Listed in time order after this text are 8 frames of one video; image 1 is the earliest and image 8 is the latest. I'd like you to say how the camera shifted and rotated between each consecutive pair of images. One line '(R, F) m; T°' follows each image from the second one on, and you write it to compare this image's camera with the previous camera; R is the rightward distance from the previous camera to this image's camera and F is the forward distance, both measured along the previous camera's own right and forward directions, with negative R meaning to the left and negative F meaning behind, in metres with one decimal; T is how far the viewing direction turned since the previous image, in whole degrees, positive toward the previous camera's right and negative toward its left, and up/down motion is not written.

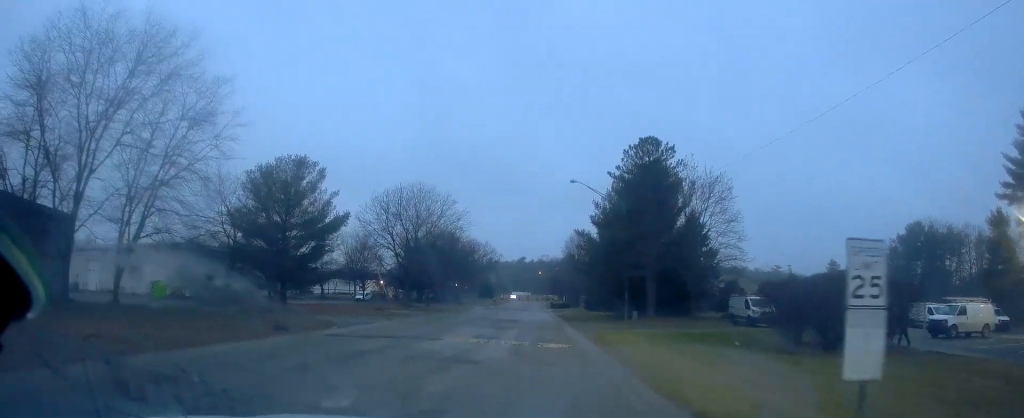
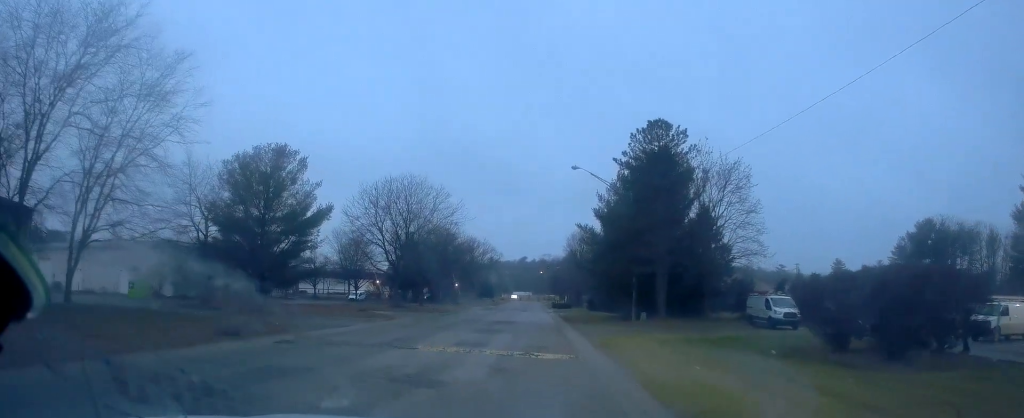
(0.0, +4.3) m; 0°
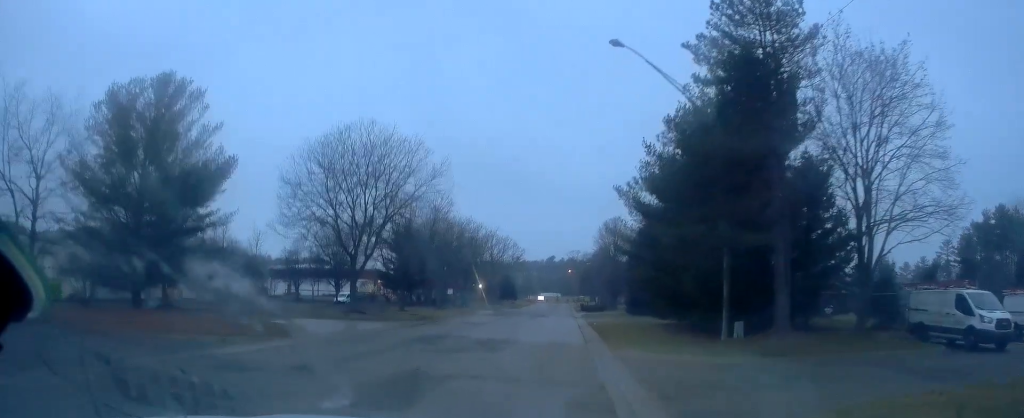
(0.0, +18.5) m; 0°
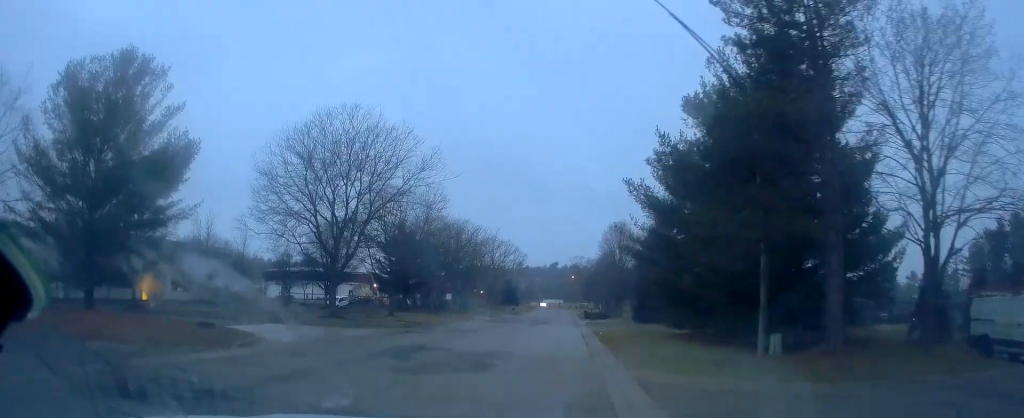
(0.0, +4.1) m; 0°
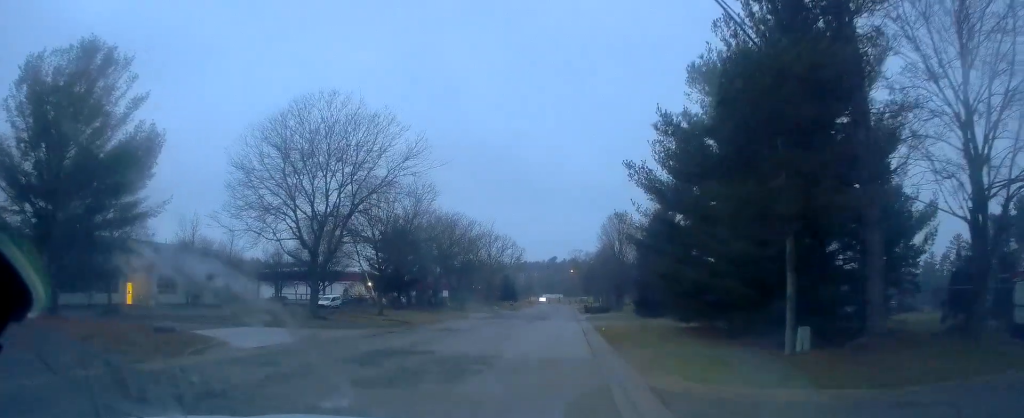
(0.0, +2.5) m; 0°
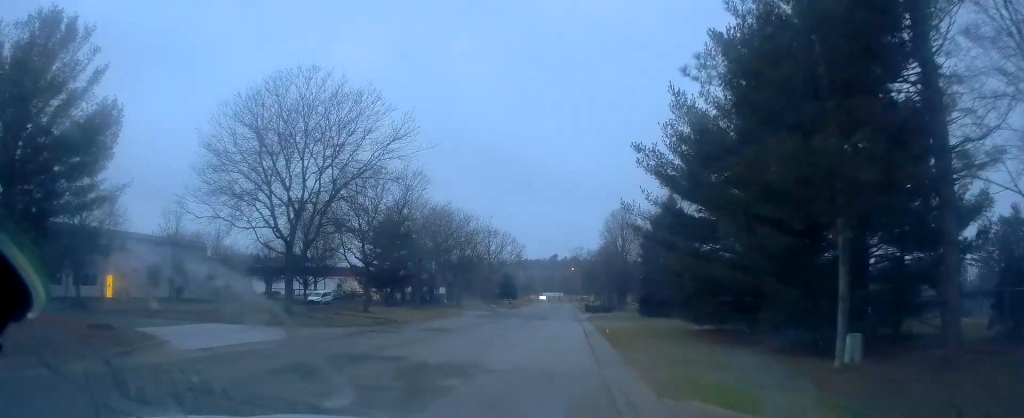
(0.0, +3.3) m; 0°
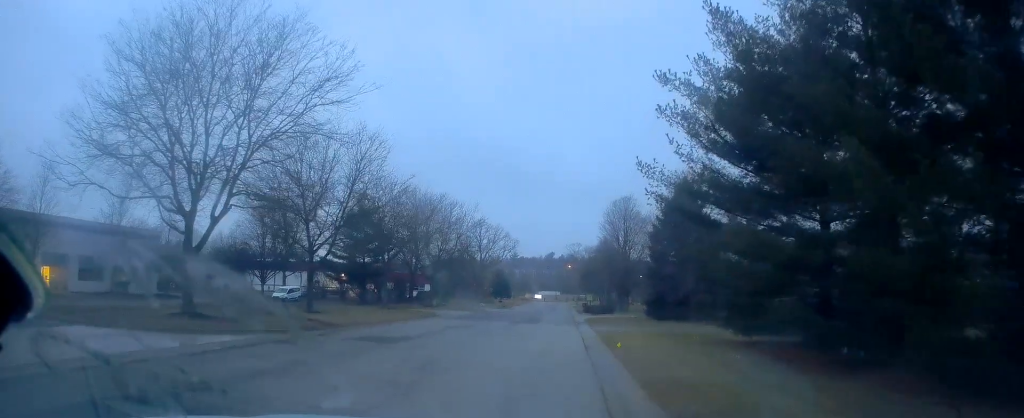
(-0.2, +8.8) m; -6°
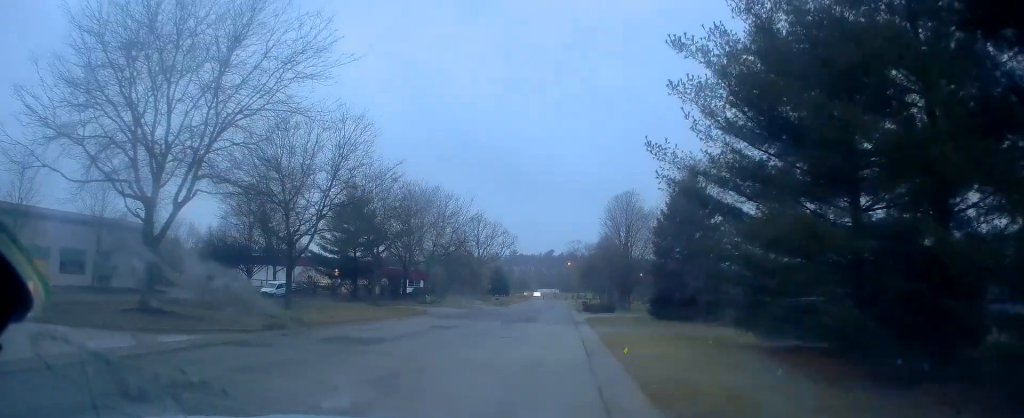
(-0.3, +2.7) m; -1°
